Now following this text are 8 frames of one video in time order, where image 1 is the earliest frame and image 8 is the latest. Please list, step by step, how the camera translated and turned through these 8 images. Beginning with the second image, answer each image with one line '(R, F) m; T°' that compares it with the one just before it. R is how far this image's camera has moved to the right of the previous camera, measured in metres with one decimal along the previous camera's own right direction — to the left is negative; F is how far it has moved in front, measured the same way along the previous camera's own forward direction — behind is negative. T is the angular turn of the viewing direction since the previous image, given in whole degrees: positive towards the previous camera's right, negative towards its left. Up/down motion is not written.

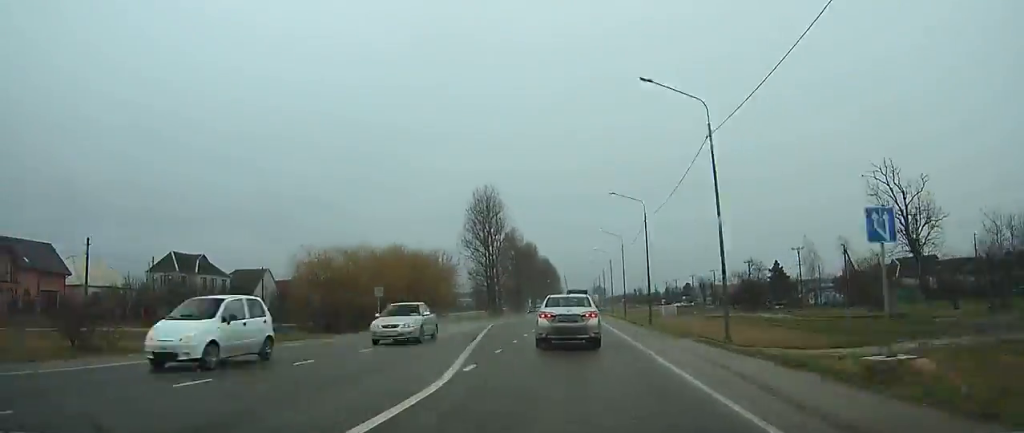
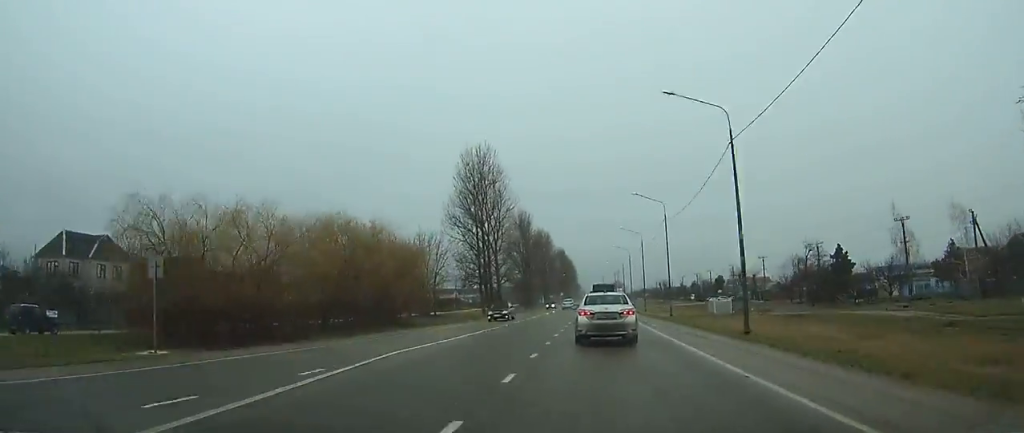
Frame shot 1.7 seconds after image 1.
(-0.3, +26.9) m; -1°
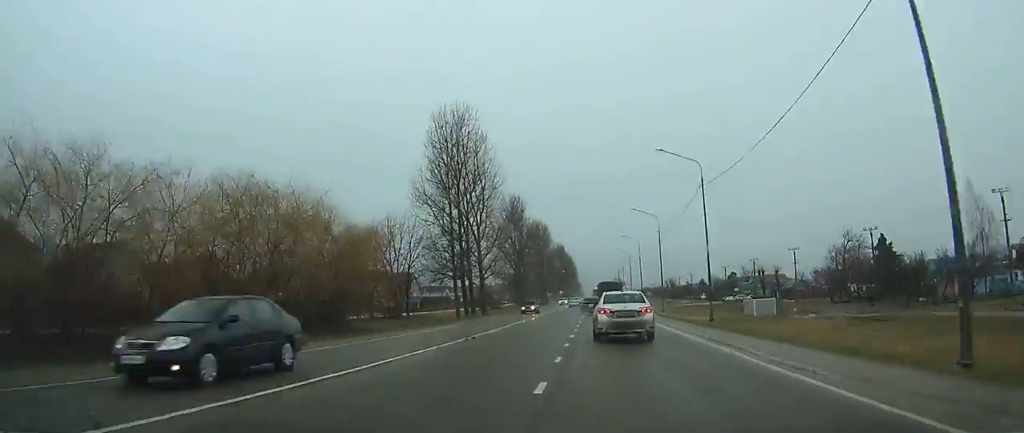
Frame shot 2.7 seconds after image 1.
(-0.2, +17.5) m; 0°
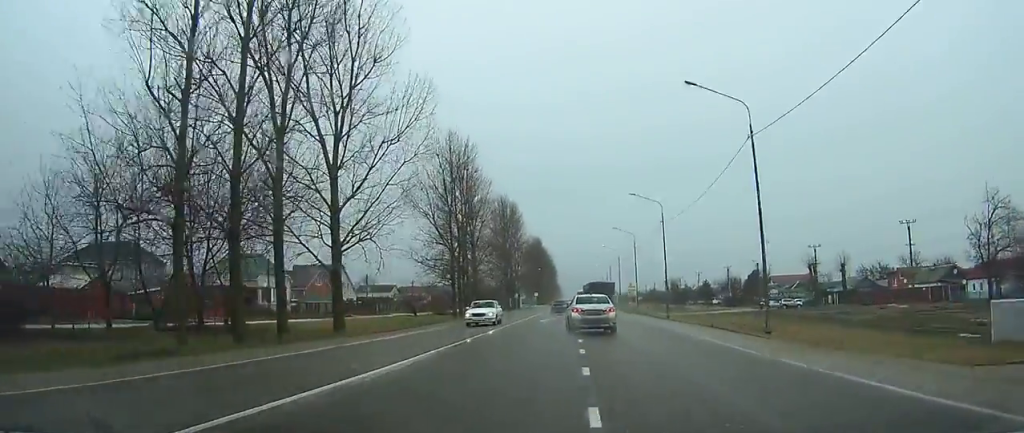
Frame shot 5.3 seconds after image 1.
(+0.4, +43.1) m; +1°
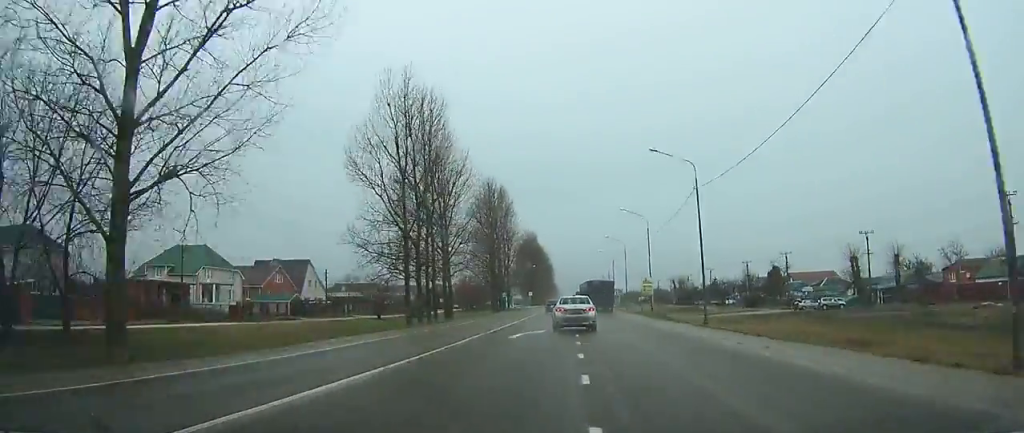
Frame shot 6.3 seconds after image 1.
(0.0, +17.2) m; +1°
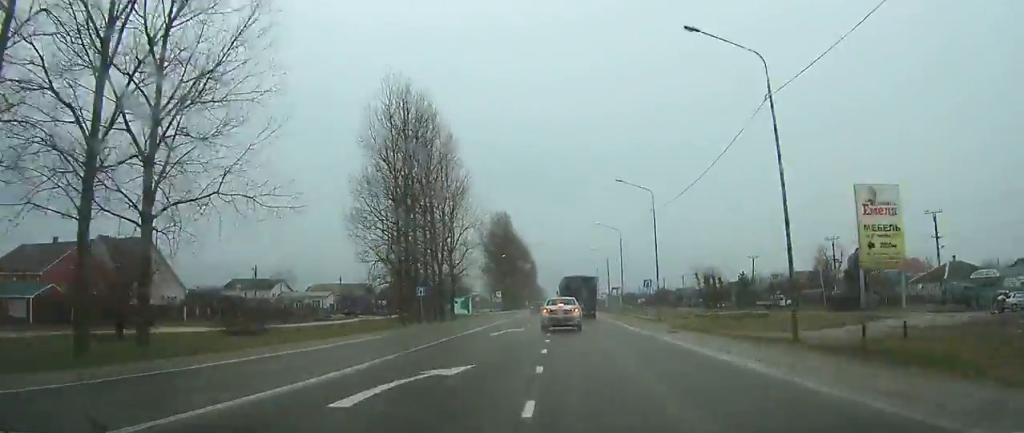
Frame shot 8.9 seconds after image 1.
(+0.6, +45.3) m; +1°
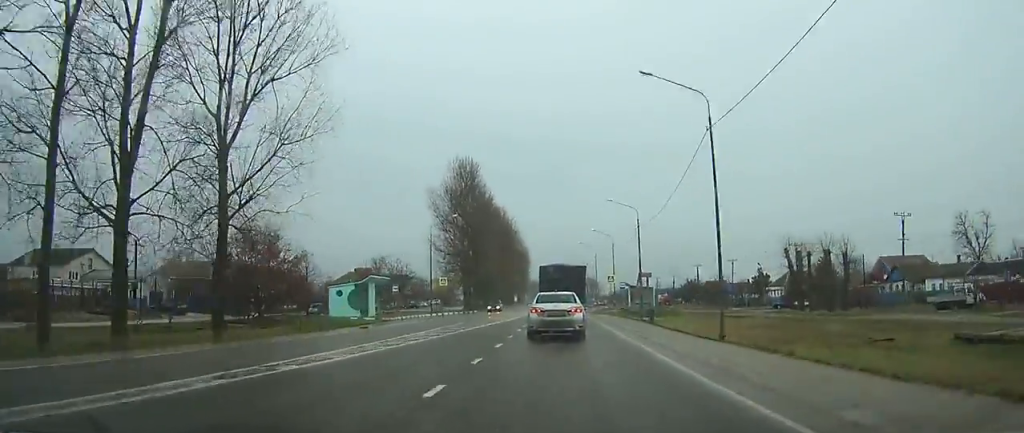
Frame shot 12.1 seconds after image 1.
(+0.1, +48.8) m; 0°
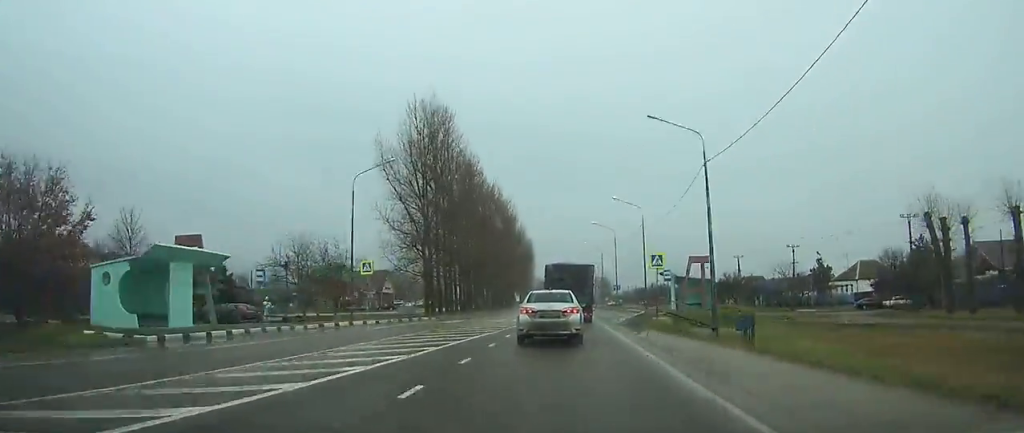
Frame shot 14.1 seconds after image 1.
(0.0, +29.0) m; 0°
